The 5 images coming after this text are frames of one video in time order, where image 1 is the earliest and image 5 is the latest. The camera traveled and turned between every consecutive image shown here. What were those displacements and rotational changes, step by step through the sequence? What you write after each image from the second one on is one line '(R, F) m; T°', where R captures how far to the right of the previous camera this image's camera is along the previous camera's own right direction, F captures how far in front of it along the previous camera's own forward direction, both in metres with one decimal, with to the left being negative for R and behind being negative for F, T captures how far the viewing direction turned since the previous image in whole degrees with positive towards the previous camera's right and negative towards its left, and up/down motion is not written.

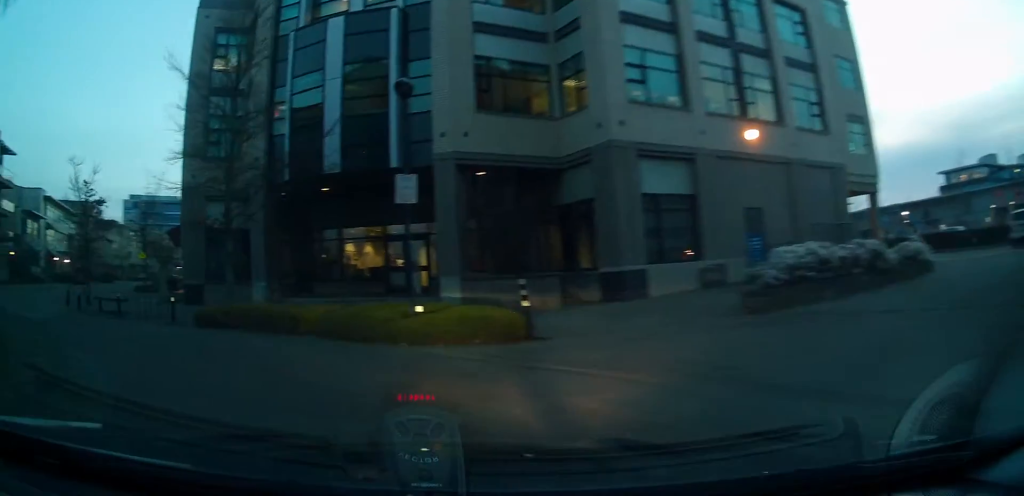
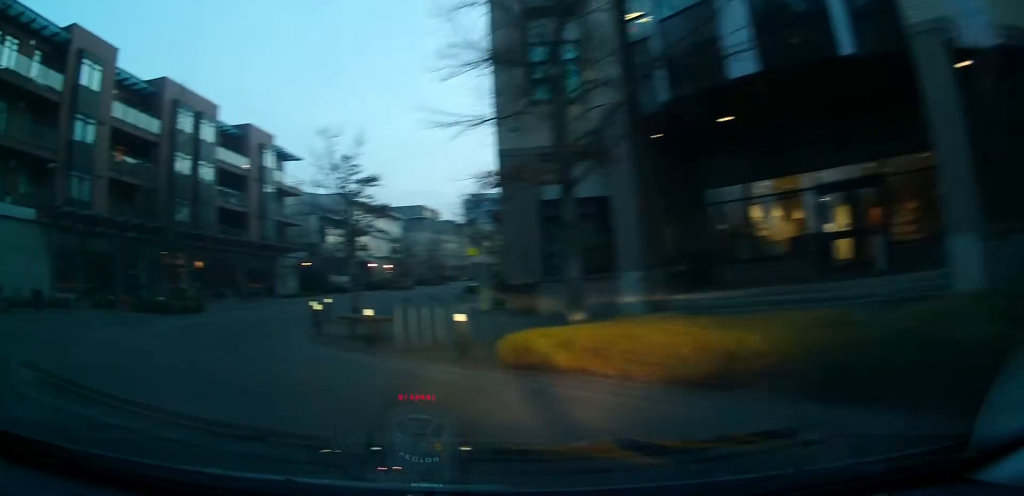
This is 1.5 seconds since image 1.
(-1.3, +8.4) m; -15°
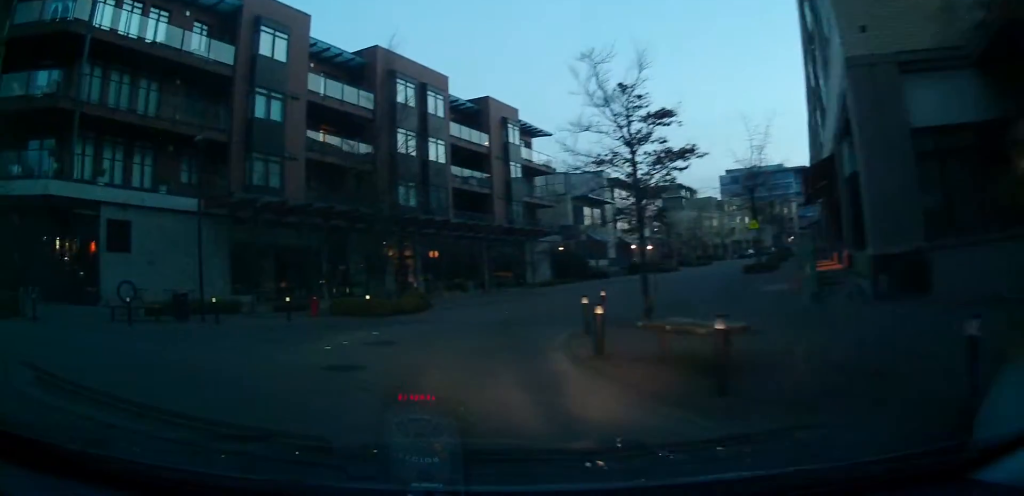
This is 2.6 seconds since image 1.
(-0.4, +5.7) m; -12°
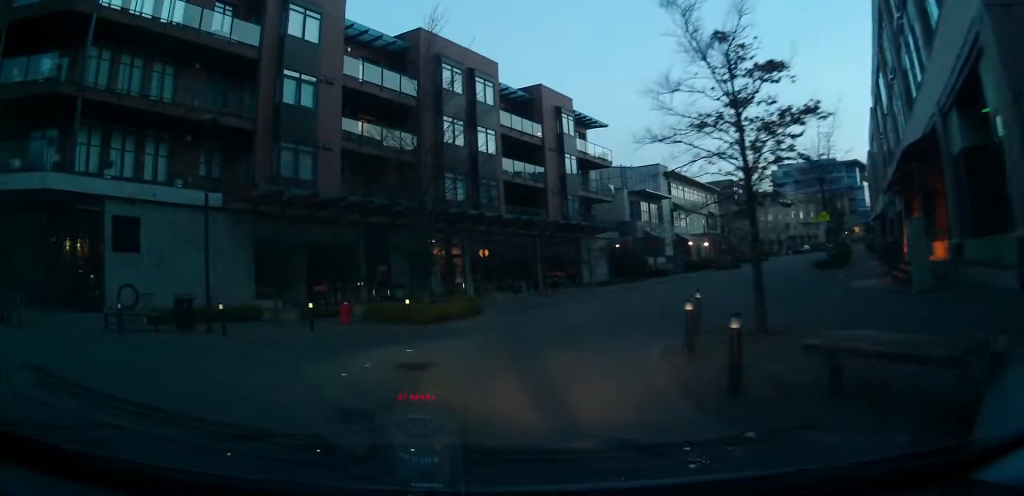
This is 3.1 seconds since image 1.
(-0.3, +2.6) m; -6°
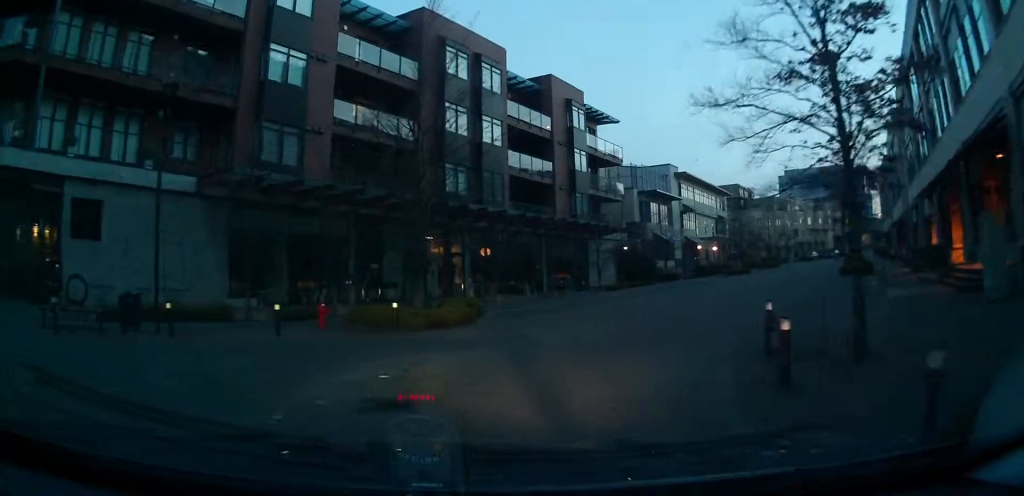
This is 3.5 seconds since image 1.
(-0.1, +2.5) m; +2°
